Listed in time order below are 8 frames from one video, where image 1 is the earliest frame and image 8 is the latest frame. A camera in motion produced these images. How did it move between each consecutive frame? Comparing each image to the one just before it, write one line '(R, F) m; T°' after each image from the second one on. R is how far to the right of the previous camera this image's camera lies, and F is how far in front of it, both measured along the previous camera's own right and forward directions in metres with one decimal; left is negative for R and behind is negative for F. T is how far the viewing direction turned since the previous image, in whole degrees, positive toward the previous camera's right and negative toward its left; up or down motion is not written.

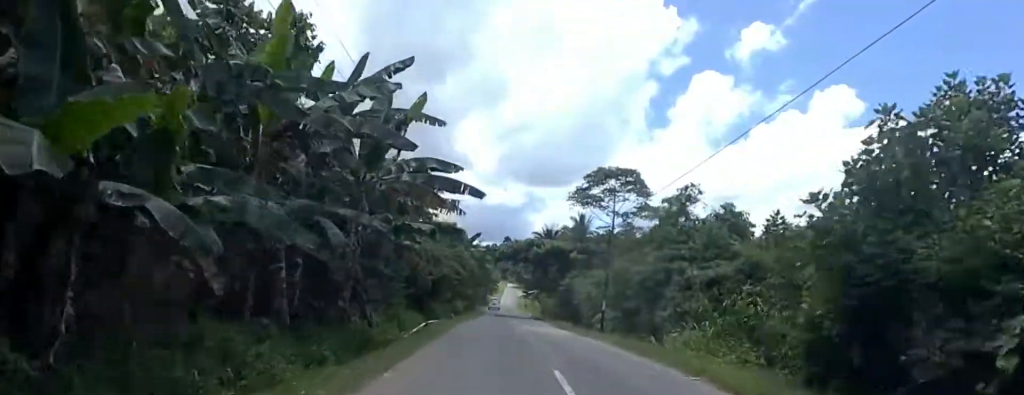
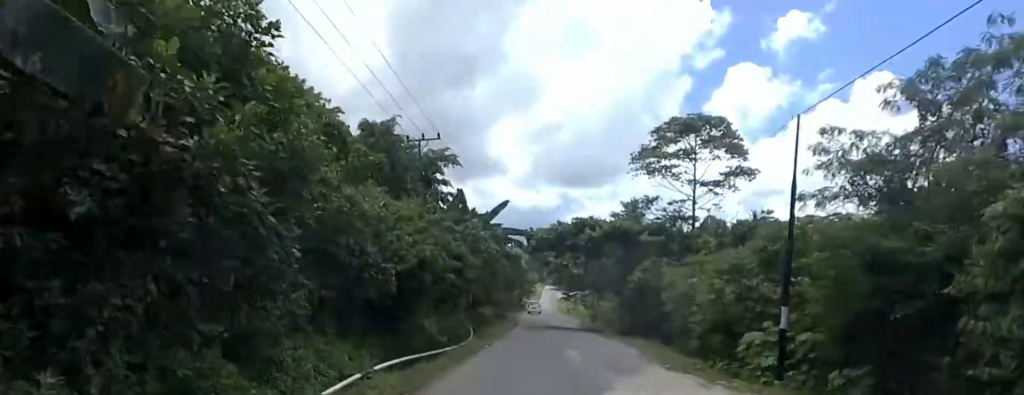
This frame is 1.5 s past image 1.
(-0.1, +16.3) m; -2°
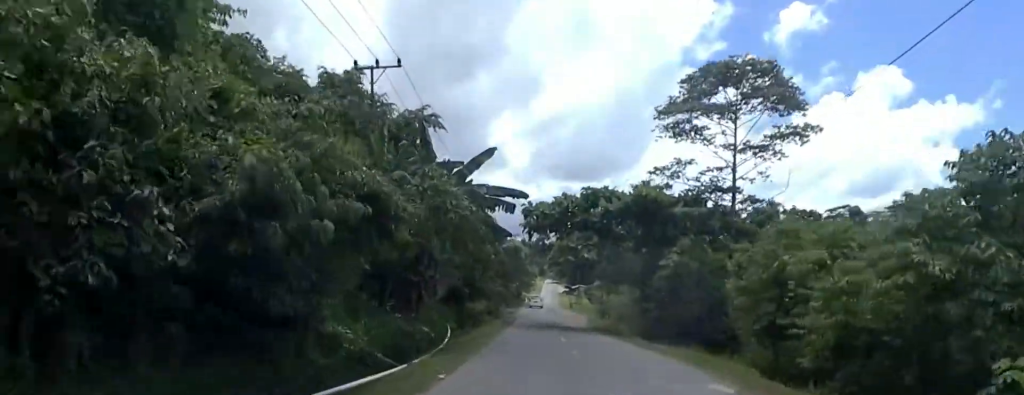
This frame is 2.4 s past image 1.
(-0.4, +8.6) m; 0°
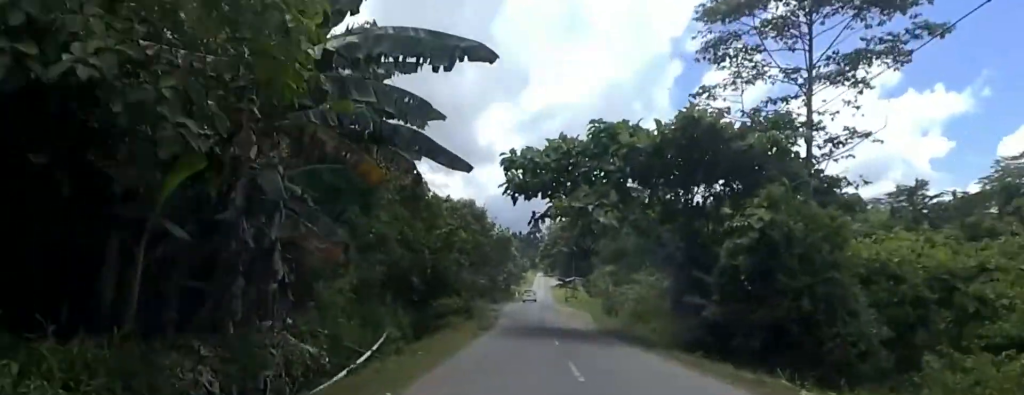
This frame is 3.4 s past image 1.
(+0.5, +11.1) m; 0°
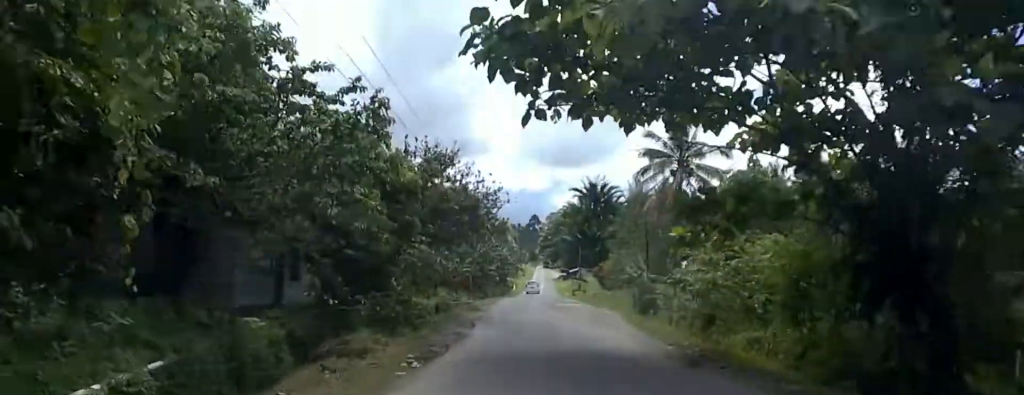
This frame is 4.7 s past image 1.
(-1.0, +13.9) m; -3°
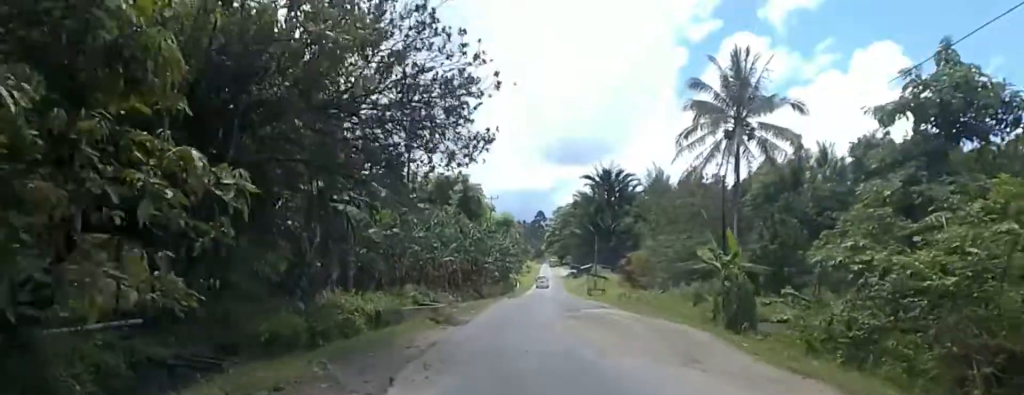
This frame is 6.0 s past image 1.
(+1.0, +12.6) m; +6°
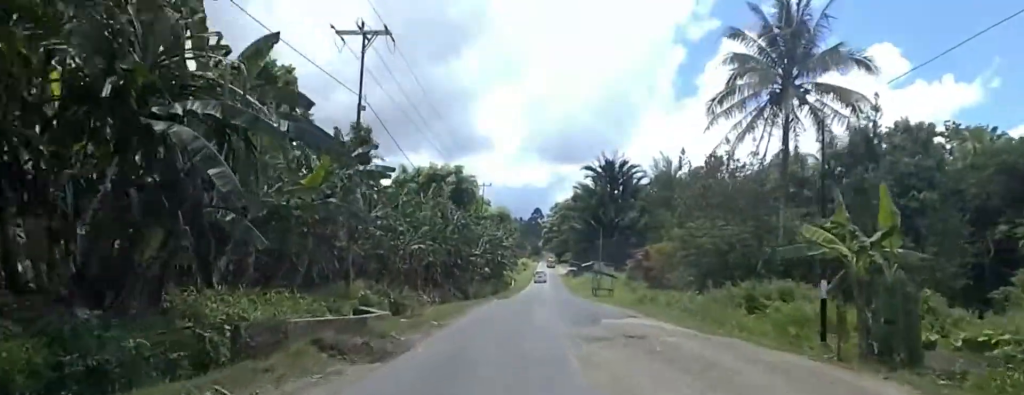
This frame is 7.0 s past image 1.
(-0.3, +8.3) m; -6°
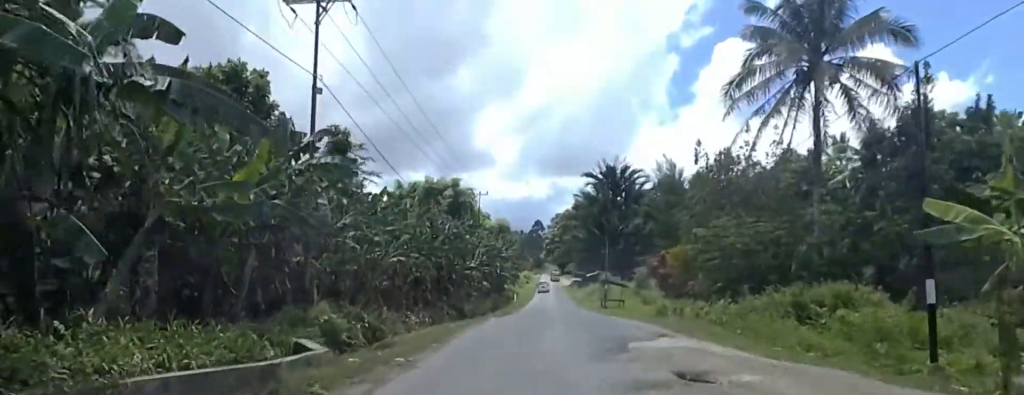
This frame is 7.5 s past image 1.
(-0.2, +4.3) m; -4°
